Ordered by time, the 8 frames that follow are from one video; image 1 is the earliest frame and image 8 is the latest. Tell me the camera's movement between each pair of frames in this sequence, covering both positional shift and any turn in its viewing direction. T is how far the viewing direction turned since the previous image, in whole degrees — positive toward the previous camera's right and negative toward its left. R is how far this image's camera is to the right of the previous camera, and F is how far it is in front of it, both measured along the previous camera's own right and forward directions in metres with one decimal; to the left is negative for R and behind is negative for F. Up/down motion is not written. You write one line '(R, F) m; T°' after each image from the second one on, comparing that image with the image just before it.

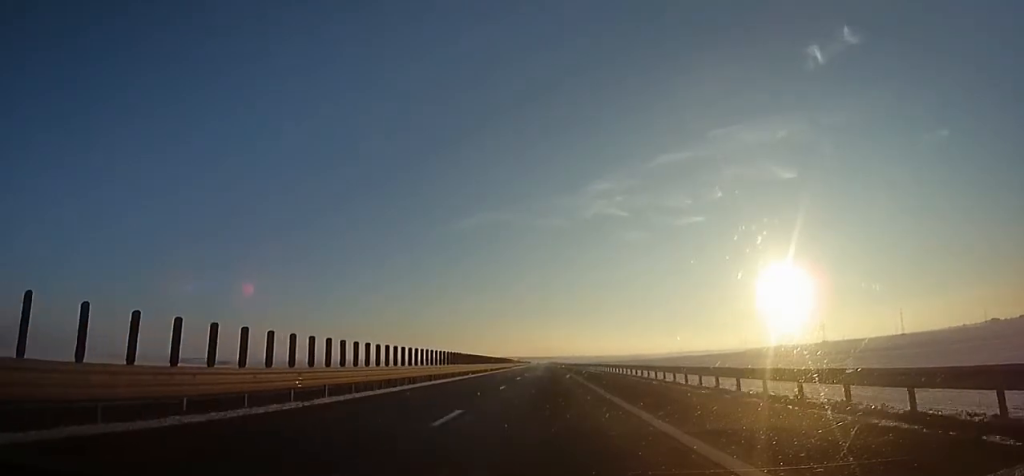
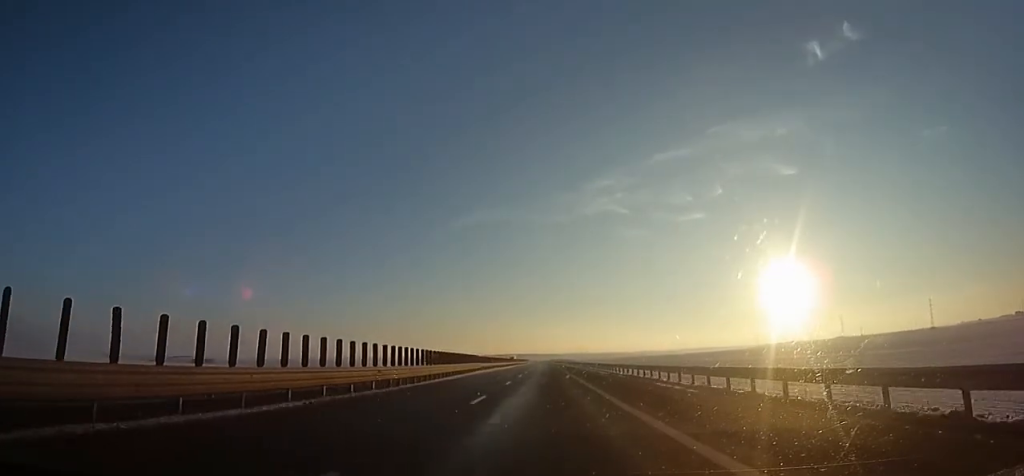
(-0.1, +65.1) m; -1°
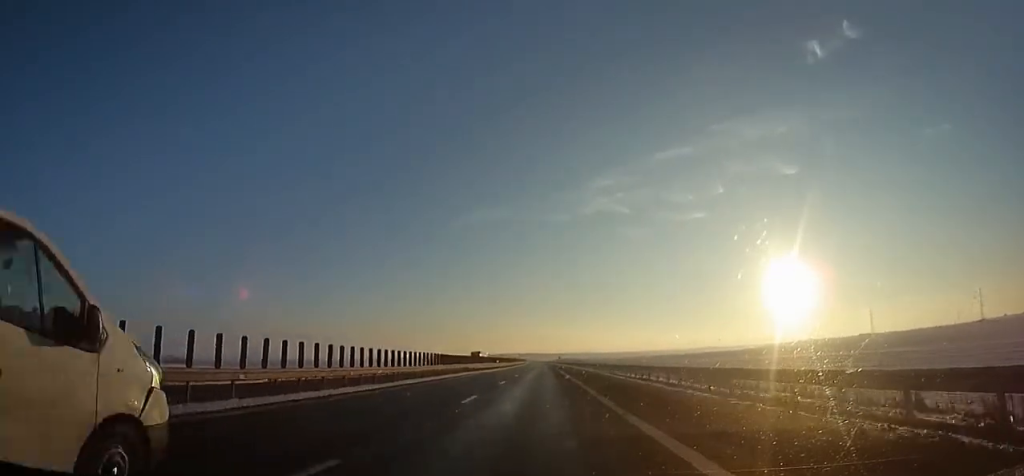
(-1.1, +95.2) m; -1°
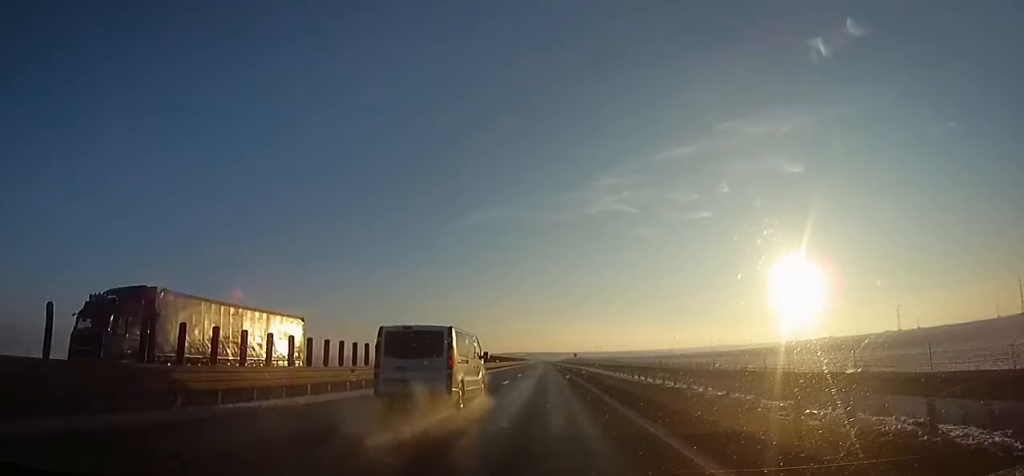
(-0.3, +61.2) m; 0°
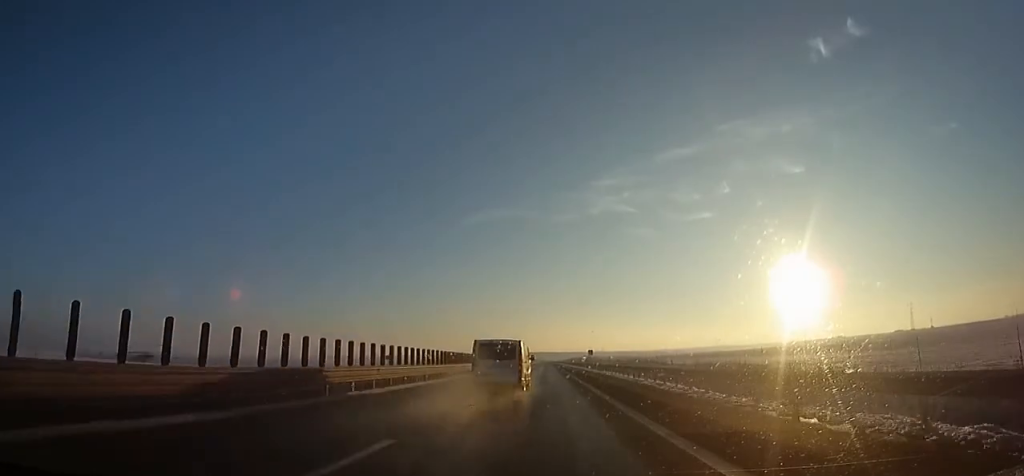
(0.0, +33.6) m; 0°
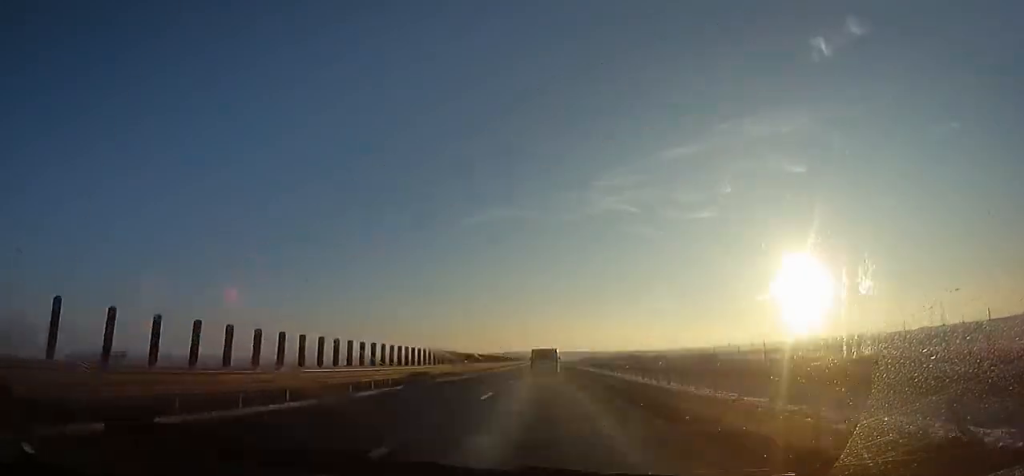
(0.0, +72.2) m; 0°
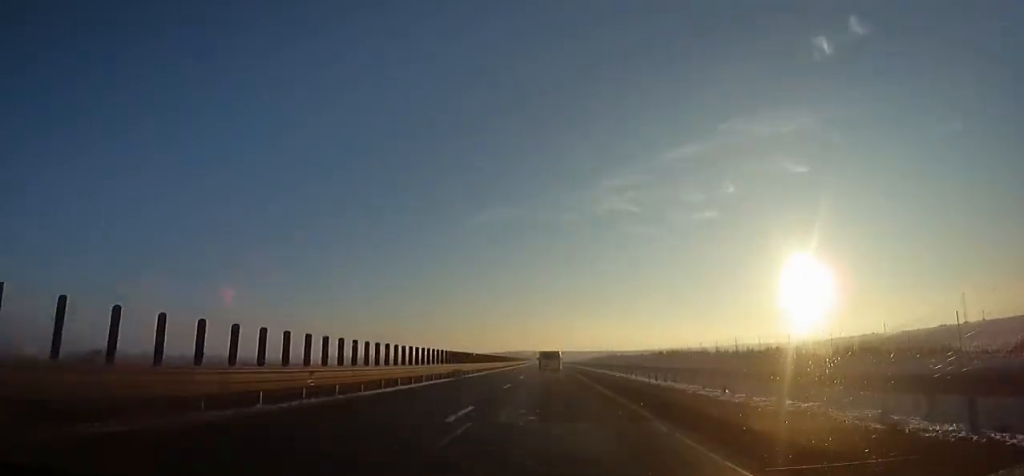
(0.0, +41.9) m; 0°
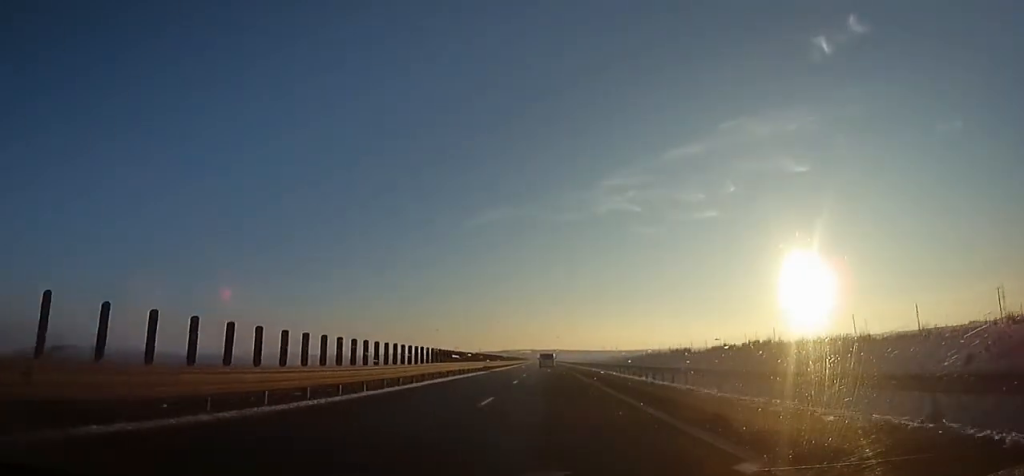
(0.0, +80.8) m; 0°
